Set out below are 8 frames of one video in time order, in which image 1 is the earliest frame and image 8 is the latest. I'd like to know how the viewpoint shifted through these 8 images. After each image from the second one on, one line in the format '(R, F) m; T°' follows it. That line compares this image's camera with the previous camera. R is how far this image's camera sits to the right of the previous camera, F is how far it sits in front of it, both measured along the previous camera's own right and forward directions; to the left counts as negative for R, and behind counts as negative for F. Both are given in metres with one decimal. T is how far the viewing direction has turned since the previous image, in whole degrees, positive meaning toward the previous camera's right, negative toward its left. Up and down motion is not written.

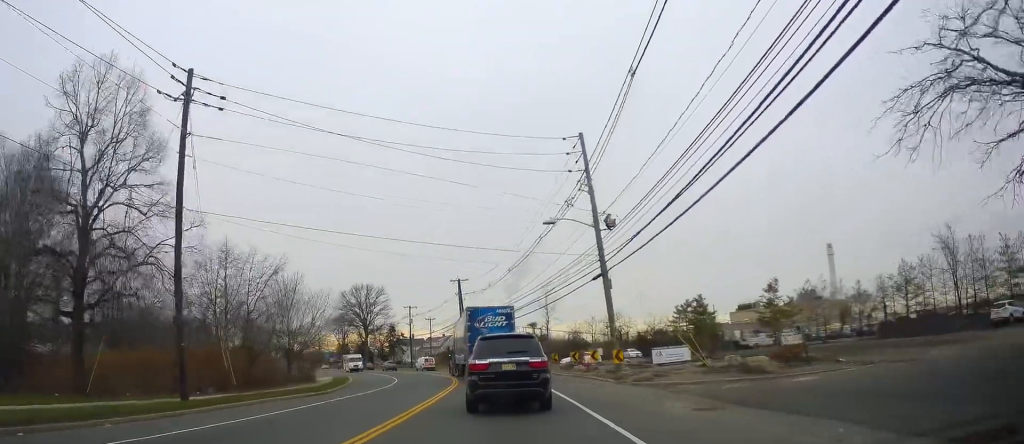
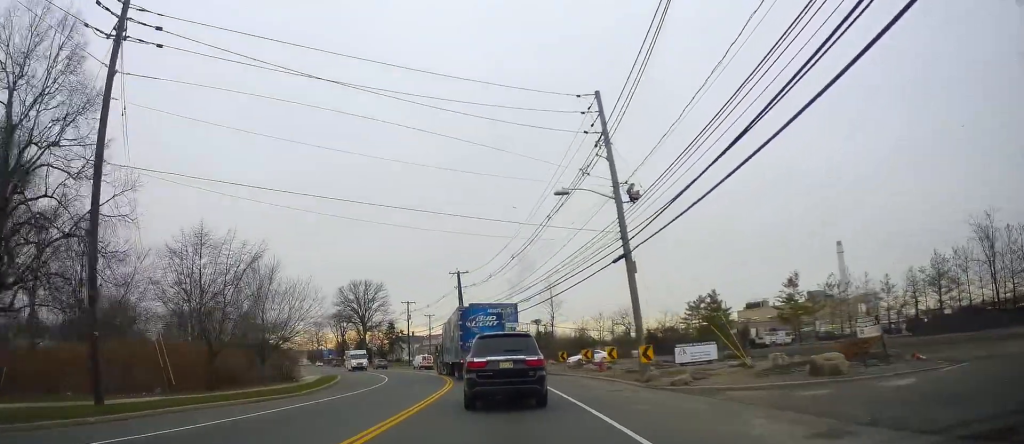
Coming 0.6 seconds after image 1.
(0.0, +5.2) m; 0°
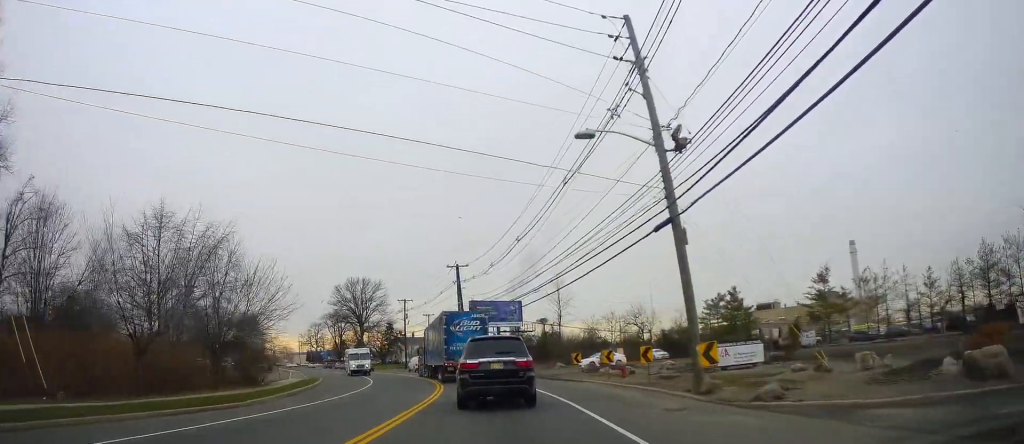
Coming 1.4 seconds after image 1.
(0.0, +6.3) m; 0°
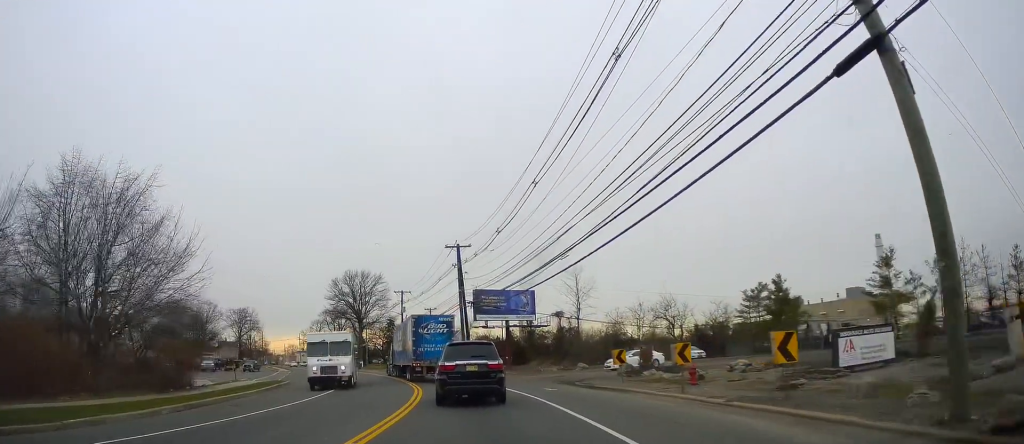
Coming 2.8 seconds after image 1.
(+0.1, +11.2) m; -2°
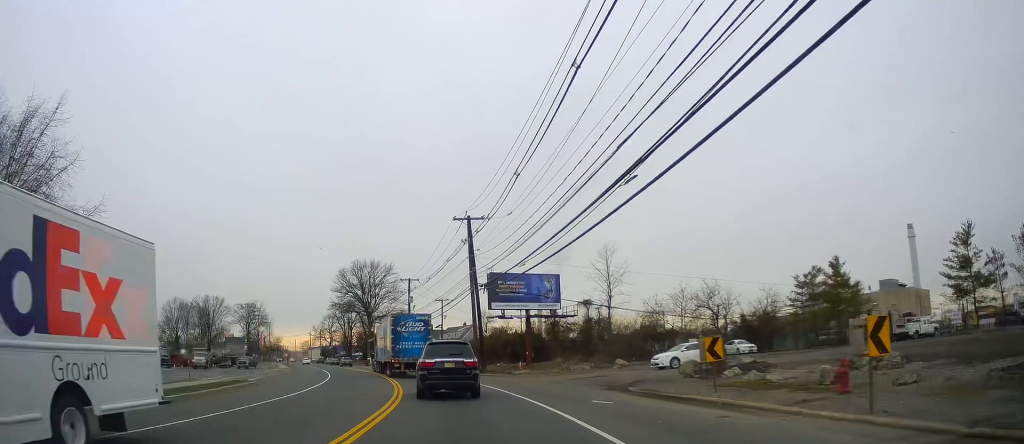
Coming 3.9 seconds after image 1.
(-0.4, +9.0) m; -5°
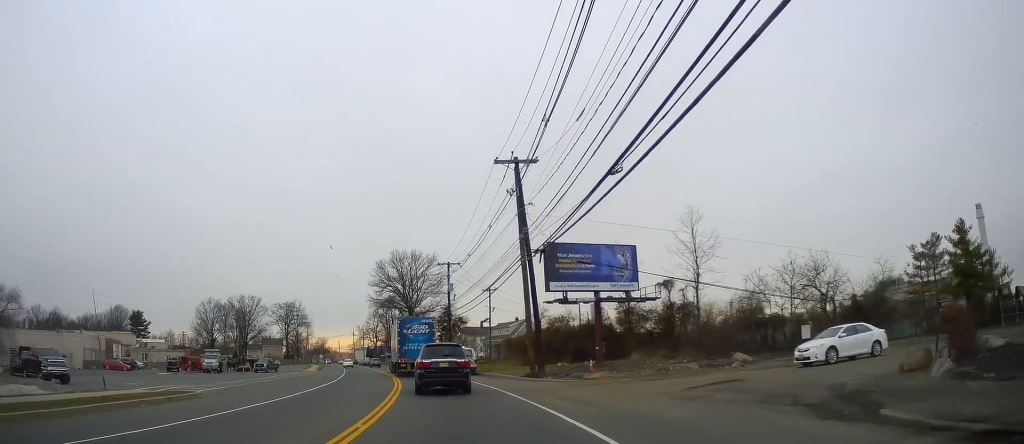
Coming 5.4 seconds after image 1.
(-0.5, +12.9) m; -3°
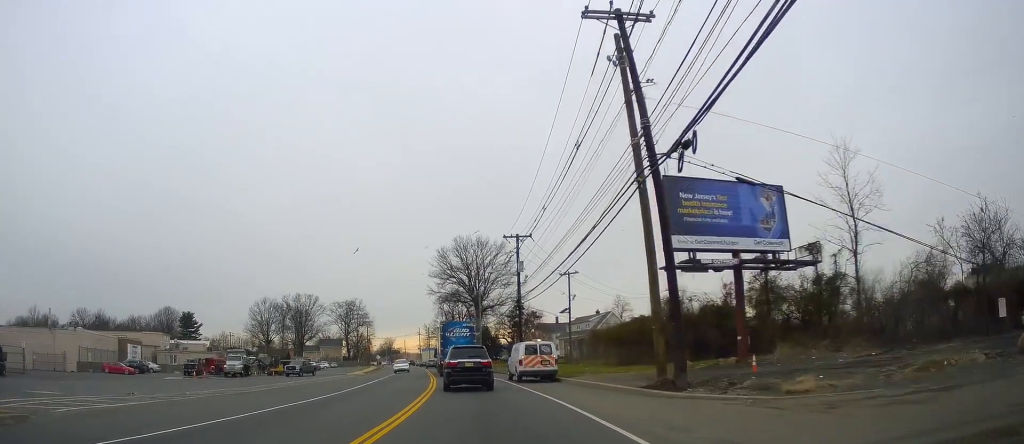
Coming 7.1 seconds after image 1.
(-0.8, +14.7) m; -6°
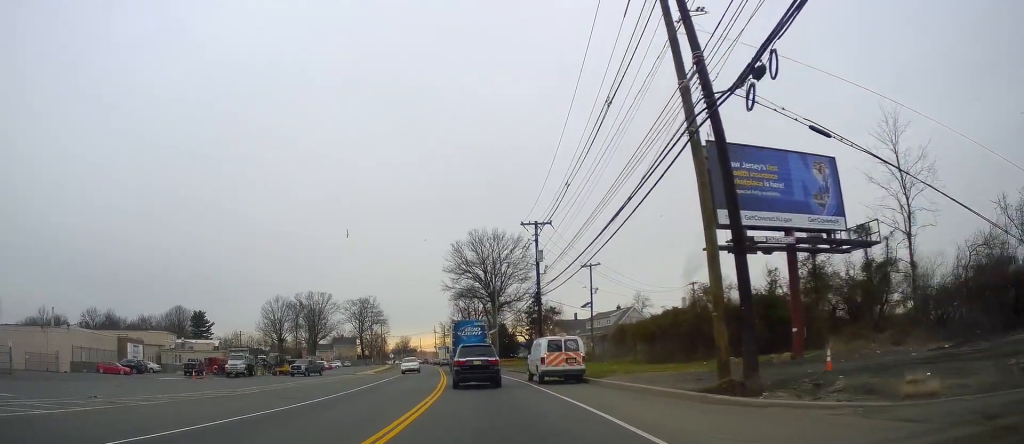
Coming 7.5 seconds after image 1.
(0.0, +3.8) m; -2°
